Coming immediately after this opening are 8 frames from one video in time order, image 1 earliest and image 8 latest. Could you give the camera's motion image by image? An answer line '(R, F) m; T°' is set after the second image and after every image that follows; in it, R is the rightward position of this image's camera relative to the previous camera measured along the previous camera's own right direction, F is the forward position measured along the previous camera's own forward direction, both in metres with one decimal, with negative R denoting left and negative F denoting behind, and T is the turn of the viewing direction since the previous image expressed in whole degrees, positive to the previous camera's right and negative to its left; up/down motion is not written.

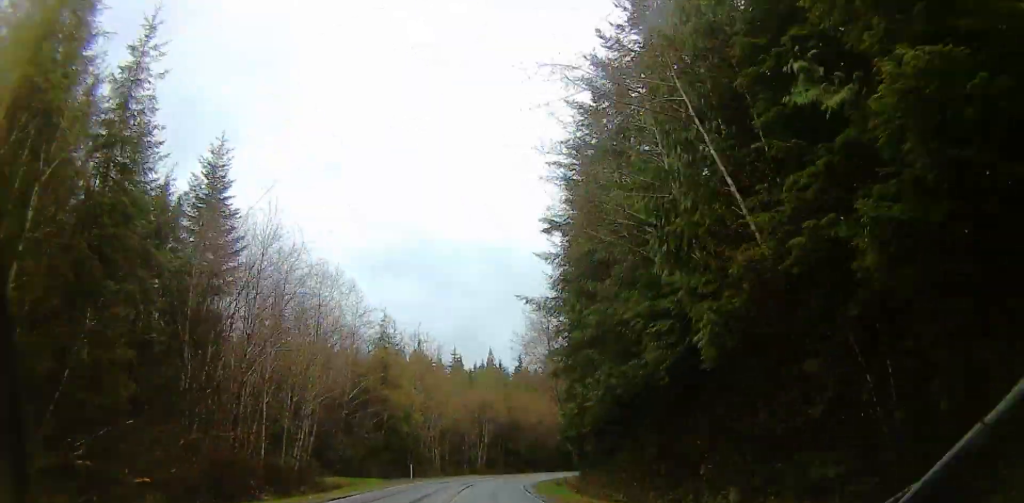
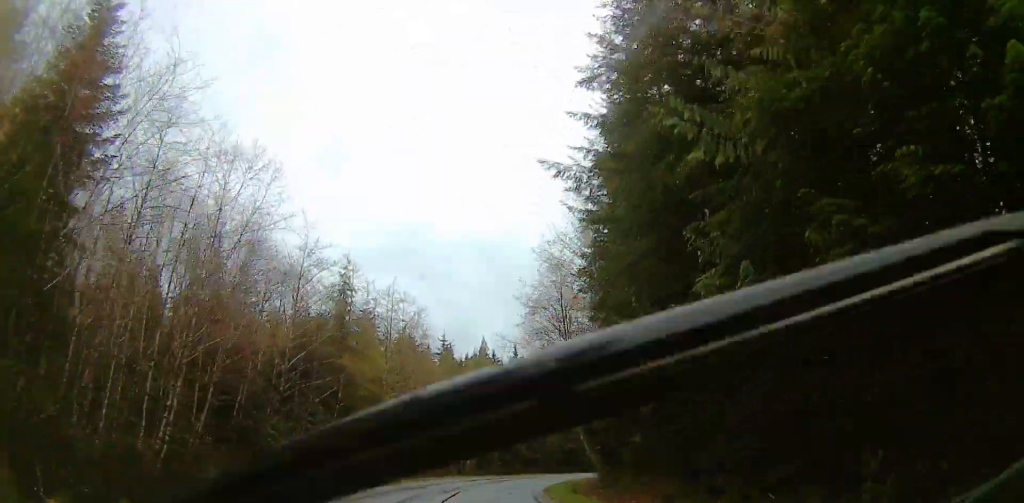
(+0.5, +15.2) m; +3°
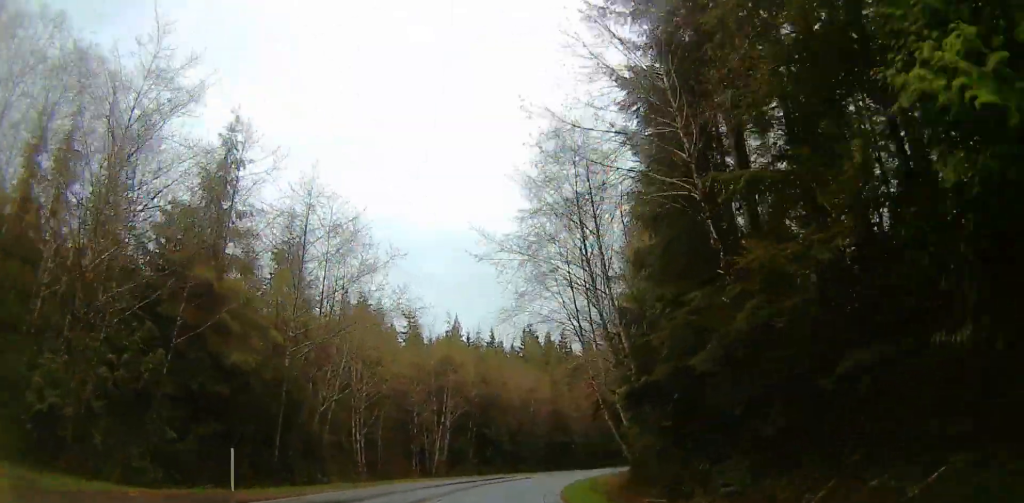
(+0.7, +18.1) m; +3°
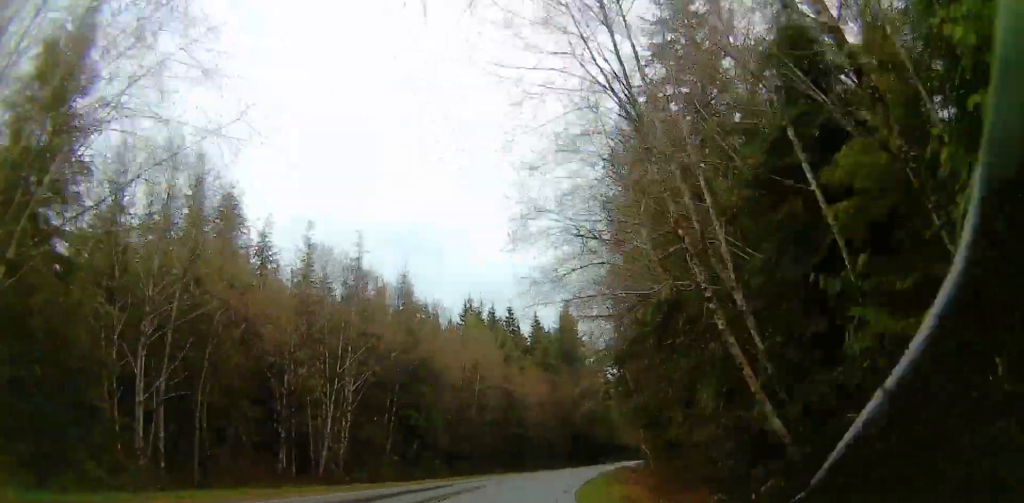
(+0.5, +21.8) m; +2°
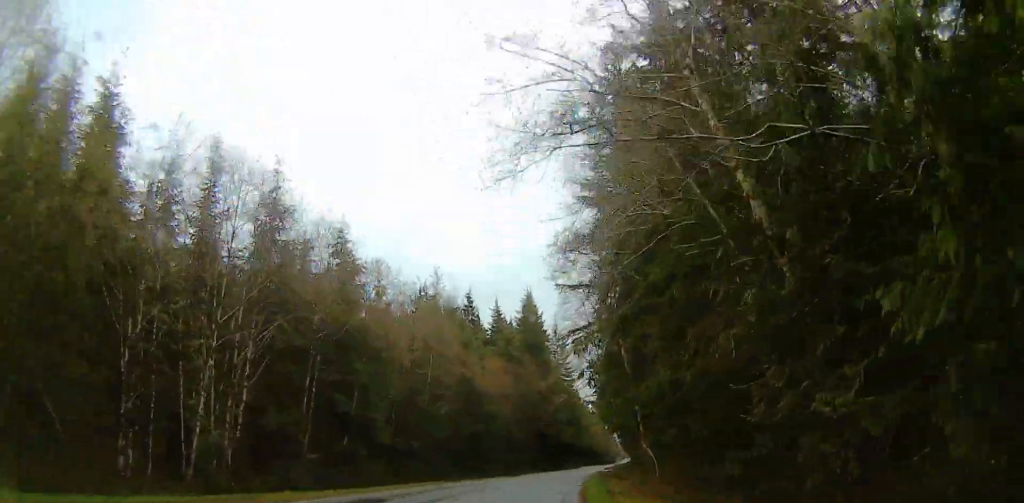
(0.0, +11.2) m; +2°
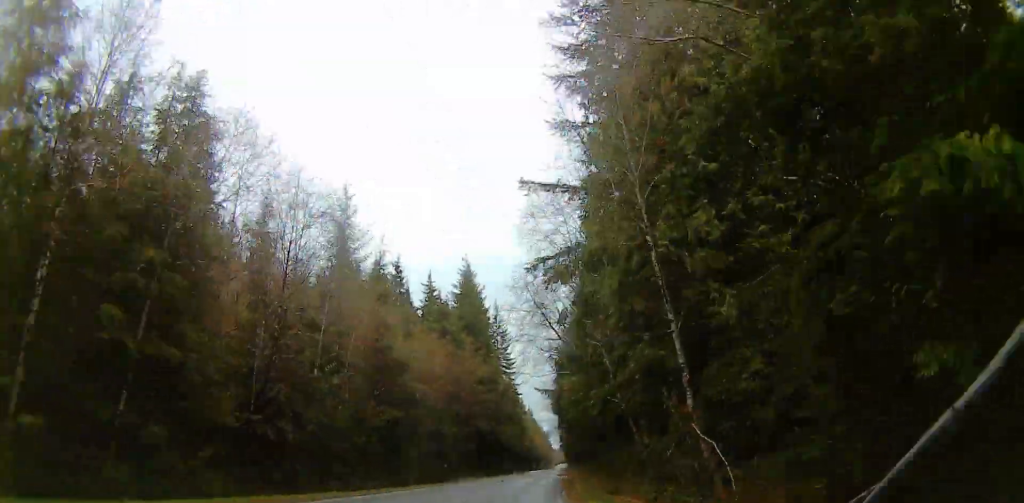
(+0.3, +18.2) m; +5°
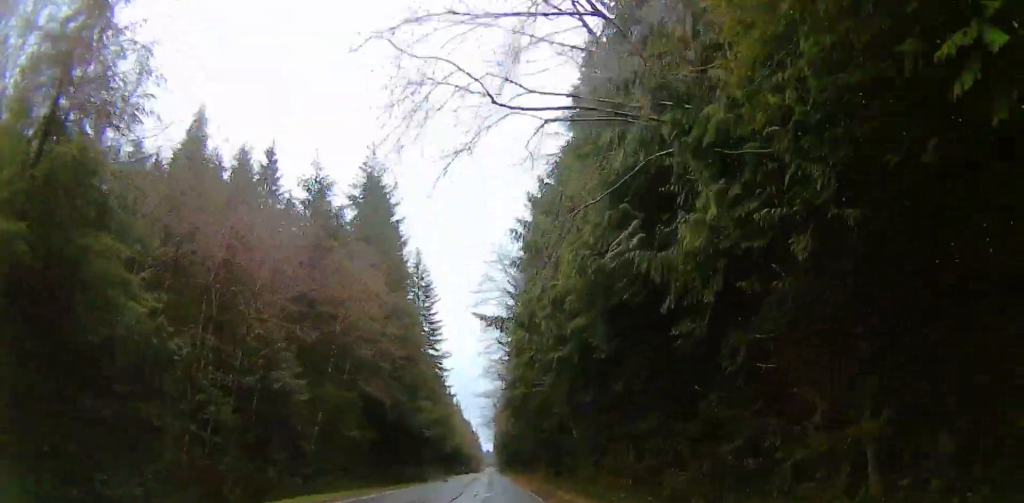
(+4.1, +35.0) m; +10°
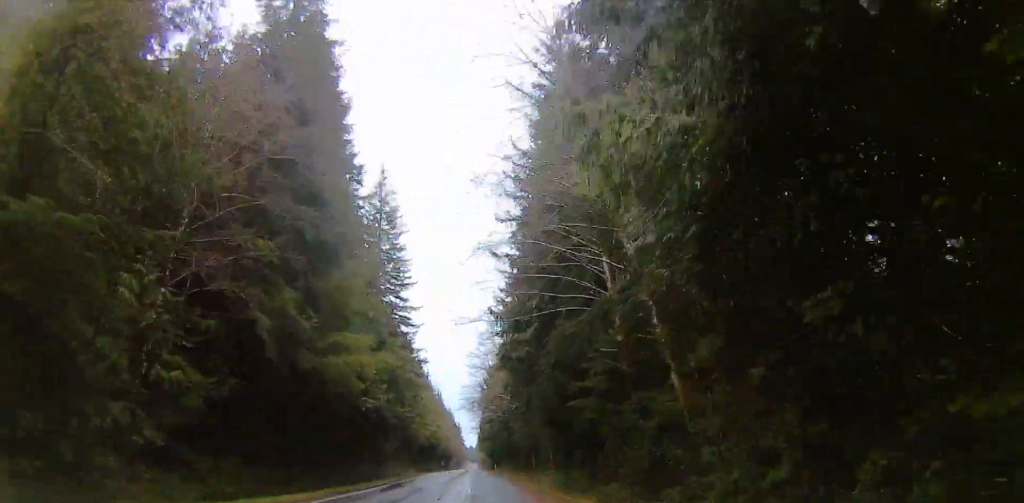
(-0.1, +29.5) m; -1°
